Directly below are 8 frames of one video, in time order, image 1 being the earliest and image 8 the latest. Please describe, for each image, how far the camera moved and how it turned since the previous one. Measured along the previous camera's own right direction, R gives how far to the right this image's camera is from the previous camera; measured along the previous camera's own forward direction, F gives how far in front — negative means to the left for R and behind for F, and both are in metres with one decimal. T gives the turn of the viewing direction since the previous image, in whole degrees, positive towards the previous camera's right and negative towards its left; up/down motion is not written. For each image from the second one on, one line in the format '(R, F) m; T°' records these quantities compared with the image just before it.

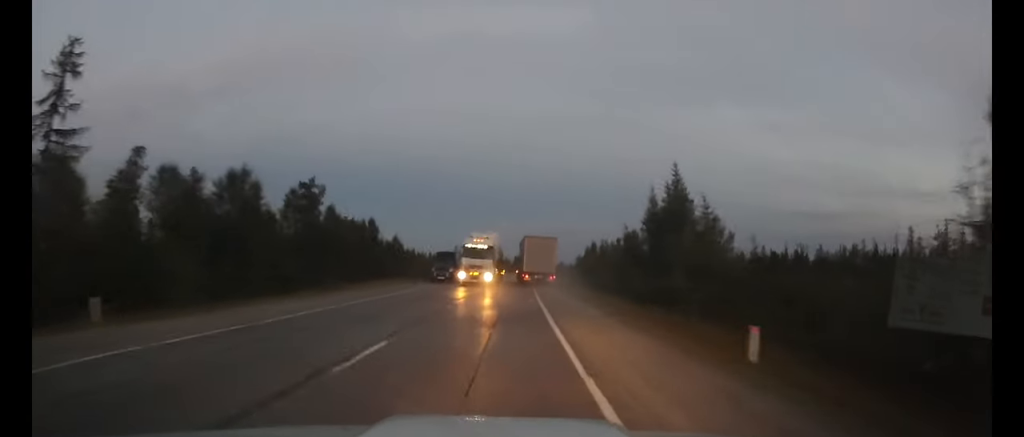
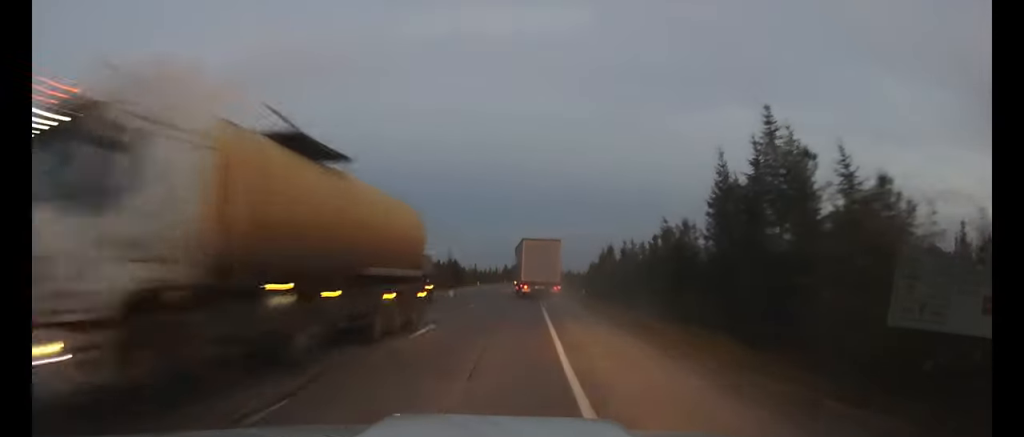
(+0.3, +21.4) m; +1°
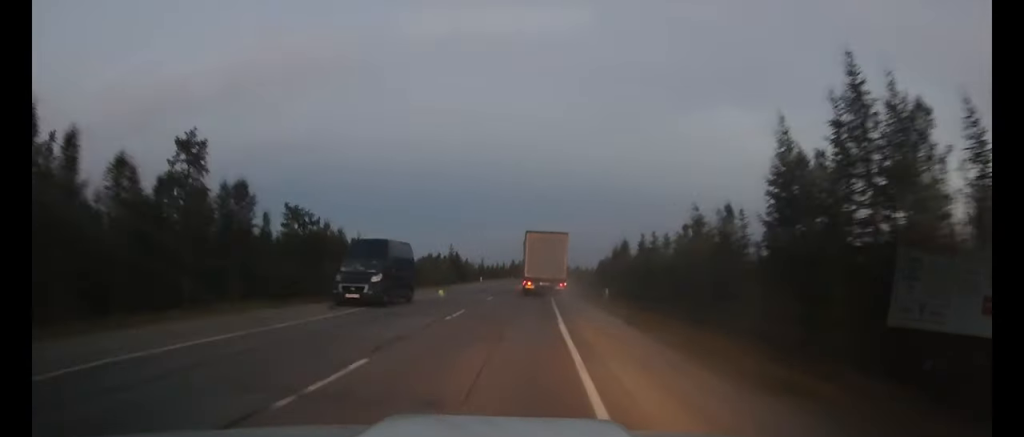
(0.0, +8.9) m; 0°
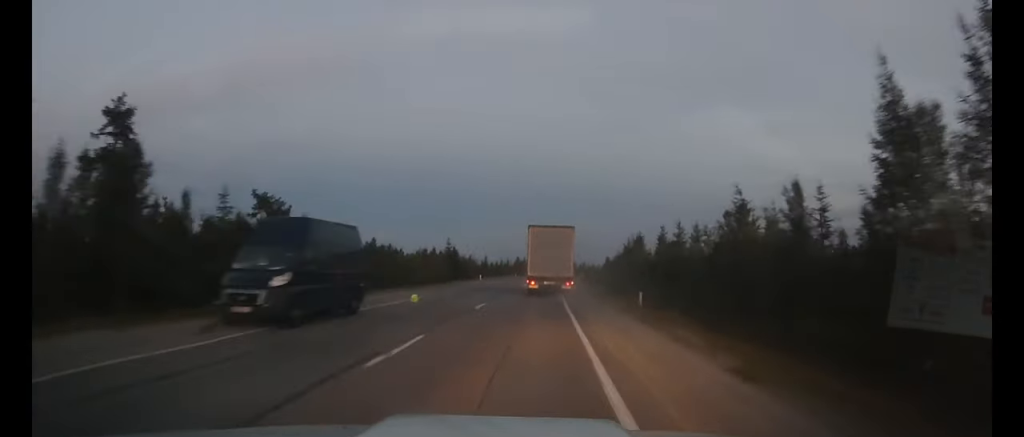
(-0.1, +9.4) m; -1°
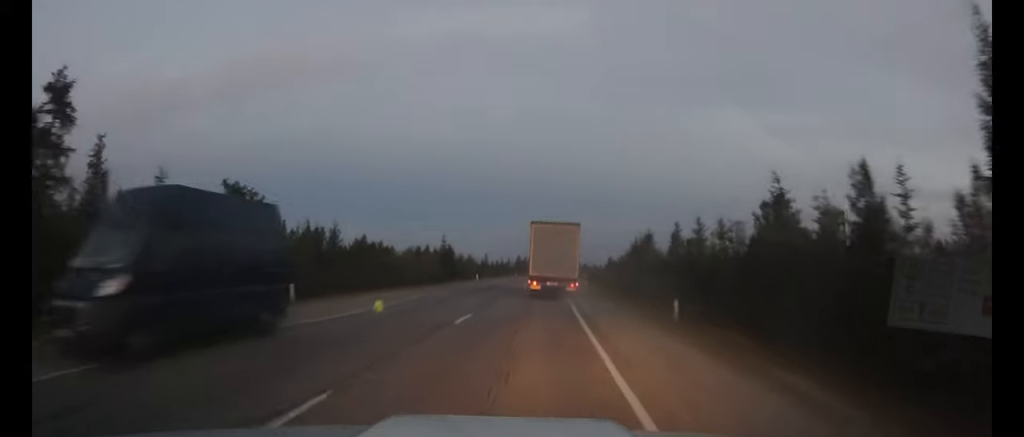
(0.0, +6.2) m; 0°
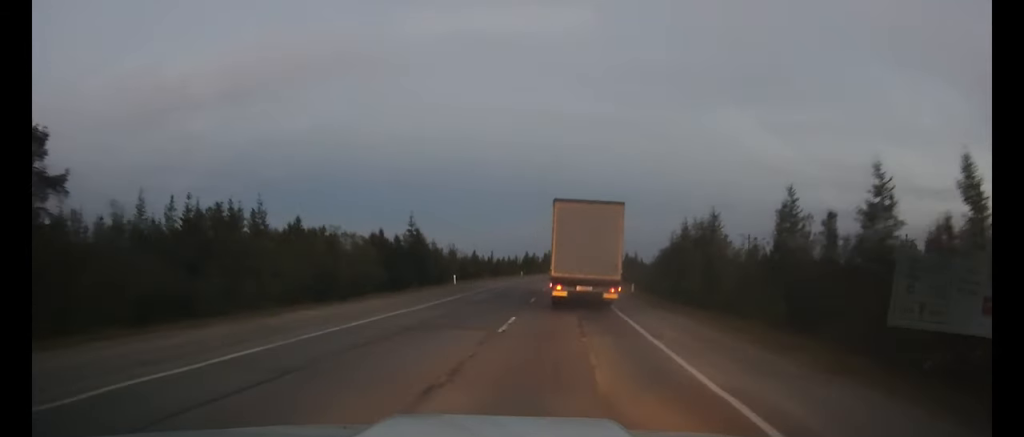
(-0.2, +26.4) m; -1°
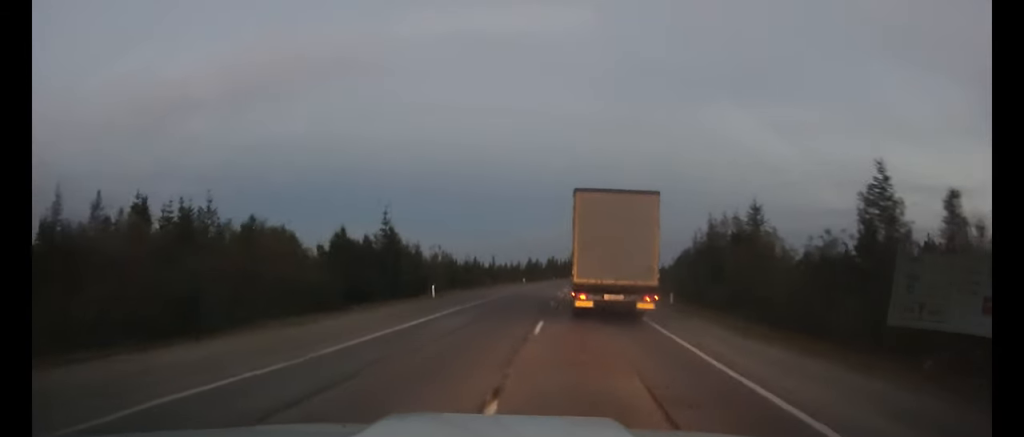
(0.0, +10.5) m; 0°
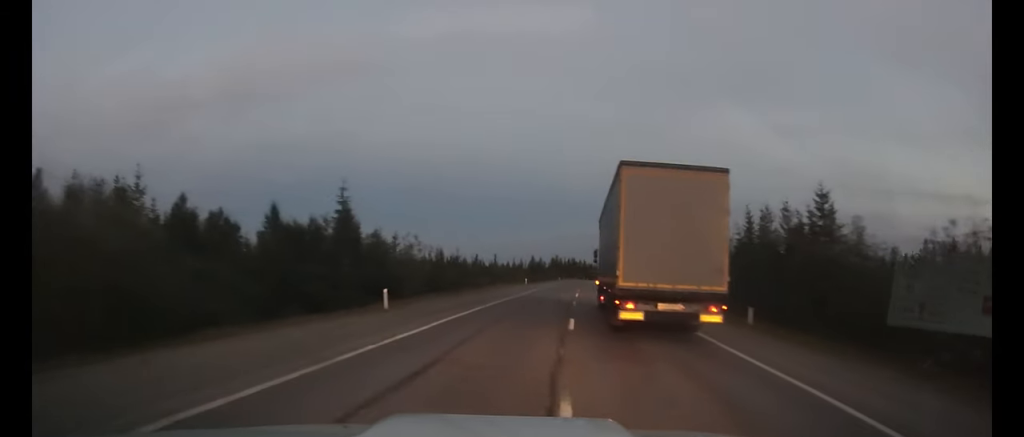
(0.0, +10.5) m; 0°
